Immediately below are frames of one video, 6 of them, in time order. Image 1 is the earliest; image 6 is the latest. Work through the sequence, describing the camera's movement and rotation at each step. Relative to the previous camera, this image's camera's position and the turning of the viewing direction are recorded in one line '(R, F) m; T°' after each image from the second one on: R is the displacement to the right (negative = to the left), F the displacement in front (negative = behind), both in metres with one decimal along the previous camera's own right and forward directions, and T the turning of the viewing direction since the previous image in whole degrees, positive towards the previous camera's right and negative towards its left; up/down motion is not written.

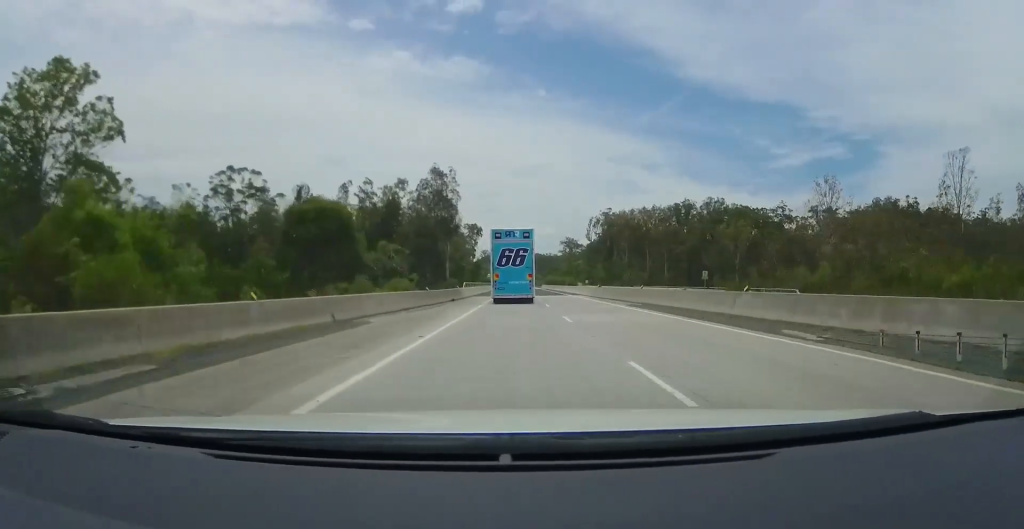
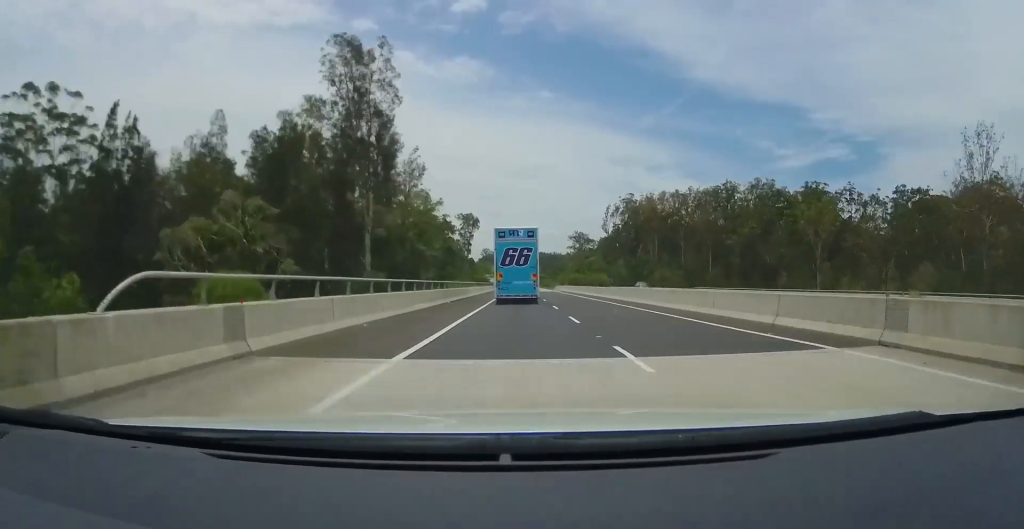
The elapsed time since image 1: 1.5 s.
(-0.8, +44.2) m; -1°
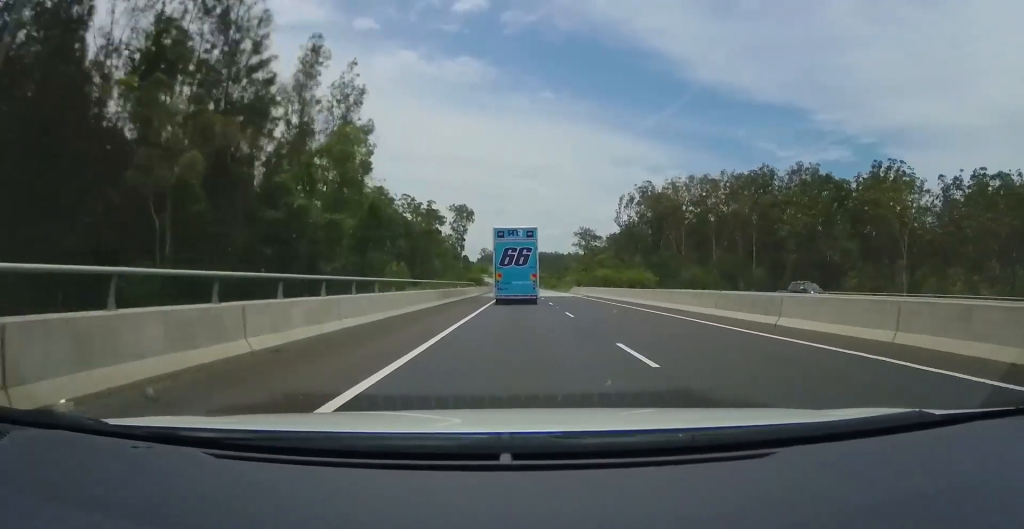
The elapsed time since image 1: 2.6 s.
(+0.4, +30.2) m; -2°
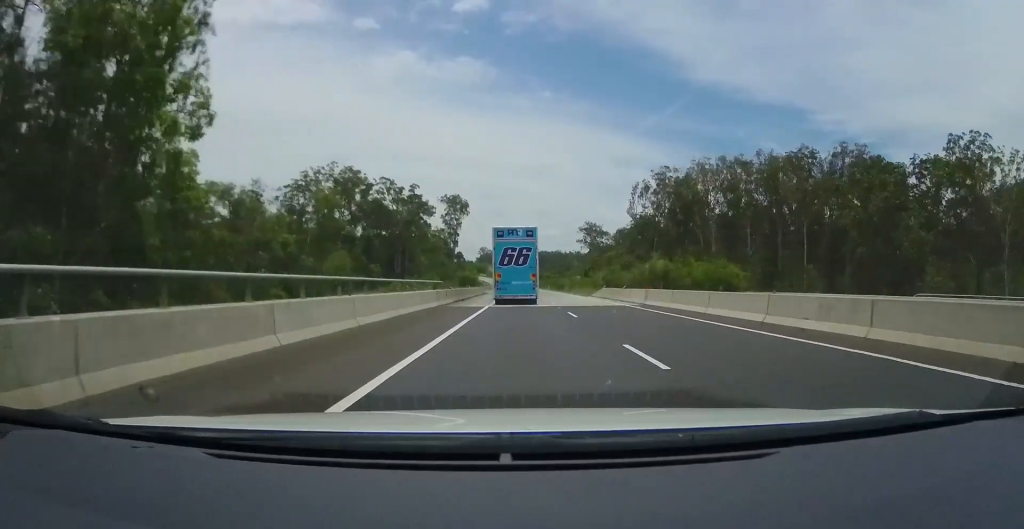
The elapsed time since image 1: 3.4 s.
(-1.0, +24.3) m; -1°
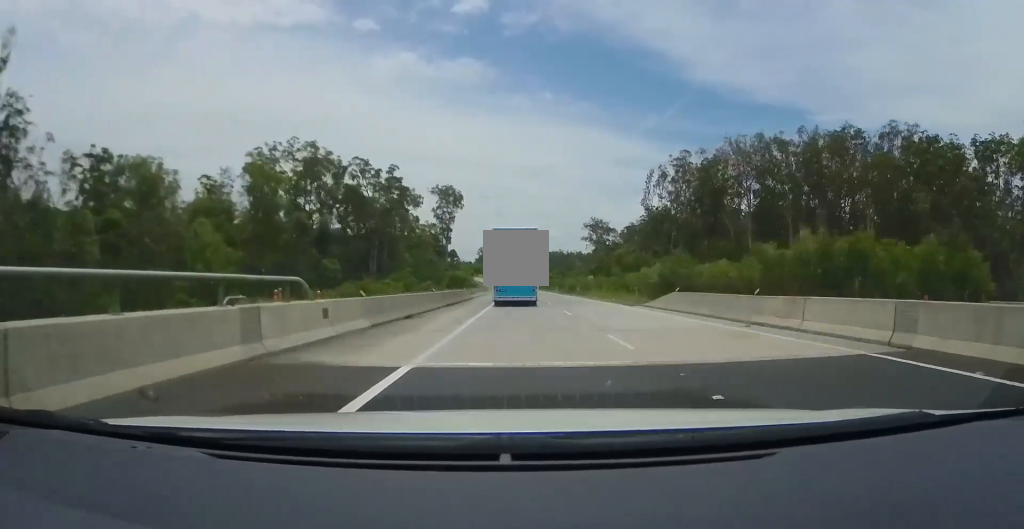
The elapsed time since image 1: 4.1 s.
(+0.2, +20.8) m; +1°
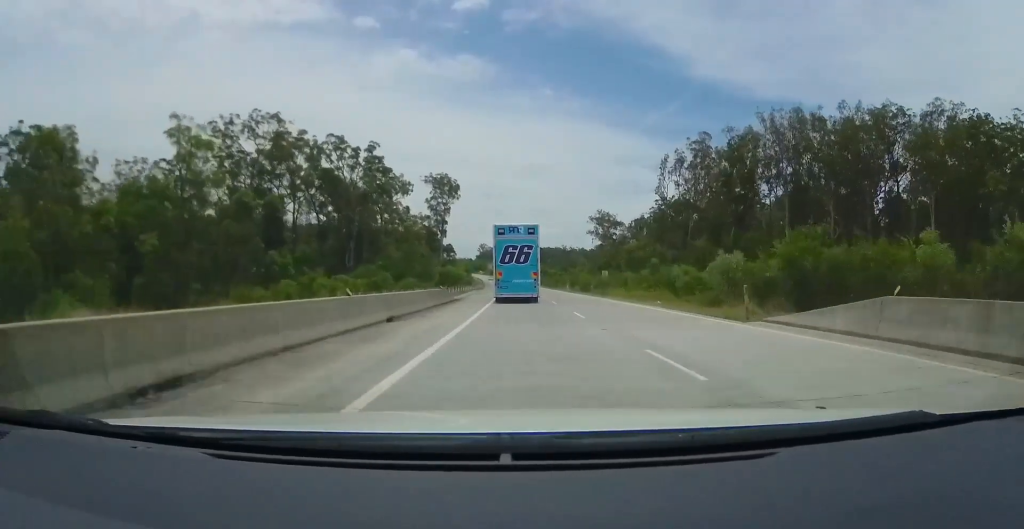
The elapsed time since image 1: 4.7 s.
(+0.2, +16.2) m; +1°
